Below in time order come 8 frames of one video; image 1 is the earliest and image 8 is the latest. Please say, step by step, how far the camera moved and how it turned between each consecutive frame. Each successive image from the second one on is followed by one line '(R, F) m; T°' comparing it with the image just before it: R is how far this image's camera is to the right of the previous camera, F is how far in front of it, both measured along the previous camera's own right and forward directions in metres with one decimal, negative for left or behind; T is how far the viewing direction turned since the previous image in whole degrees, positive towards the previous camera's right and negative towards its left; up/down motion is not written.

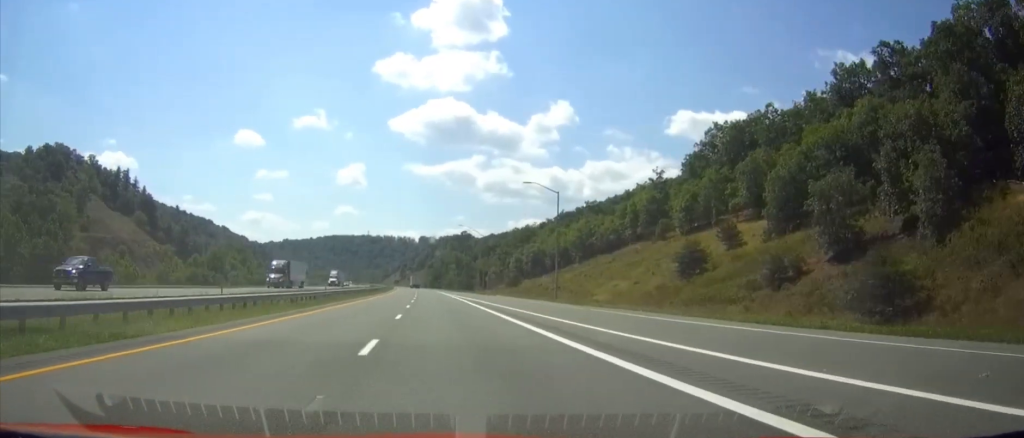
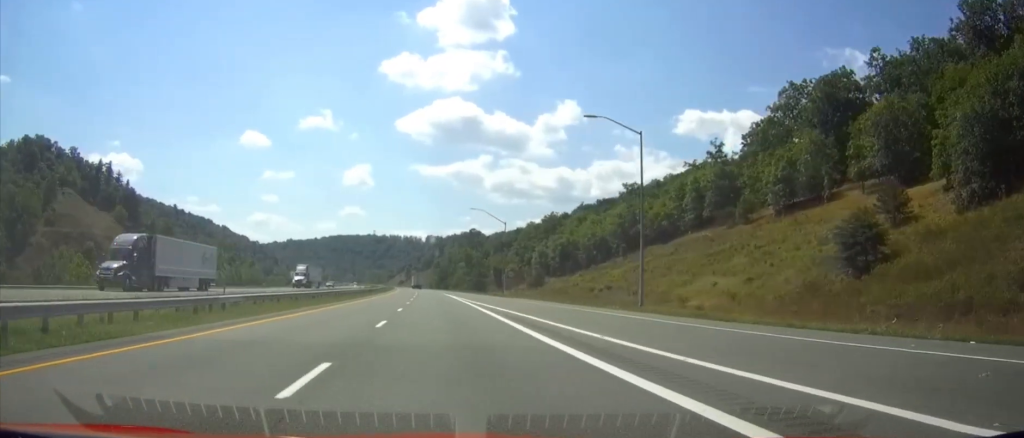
(0.0, +29.1) m; 0°
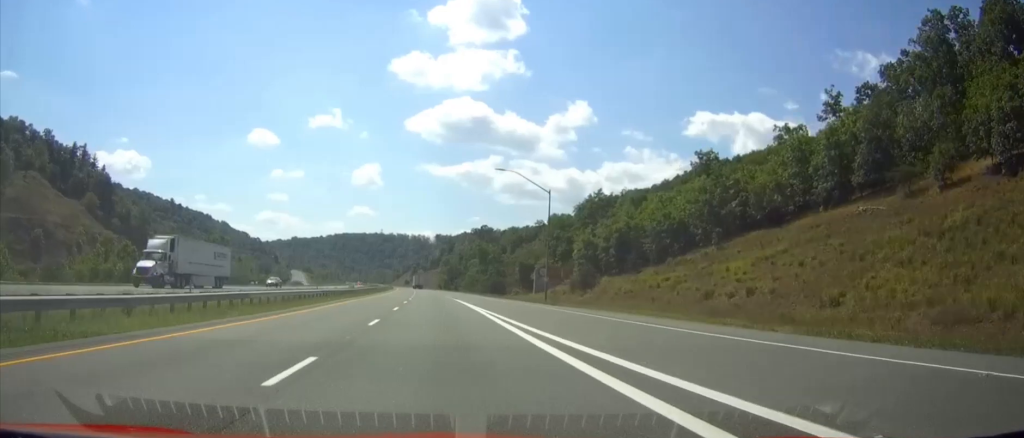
(0.0, +36.1) m; 0°
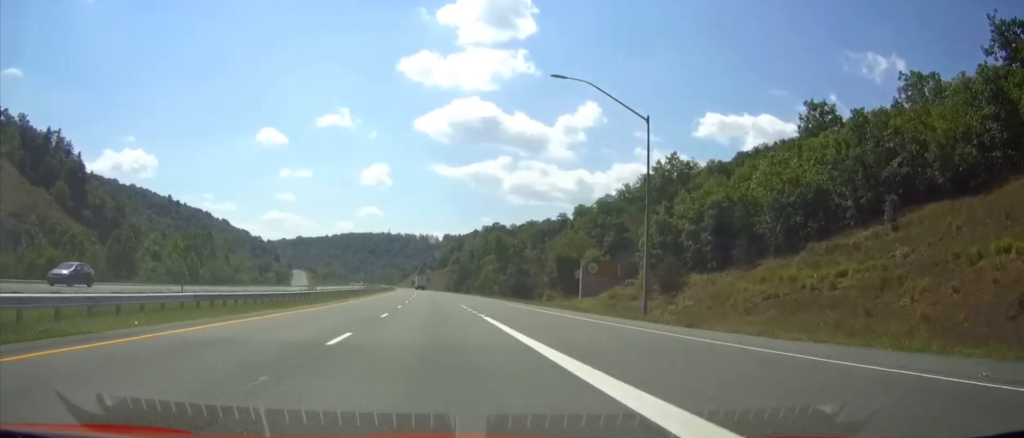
(0.0, +31.4) m; -1°
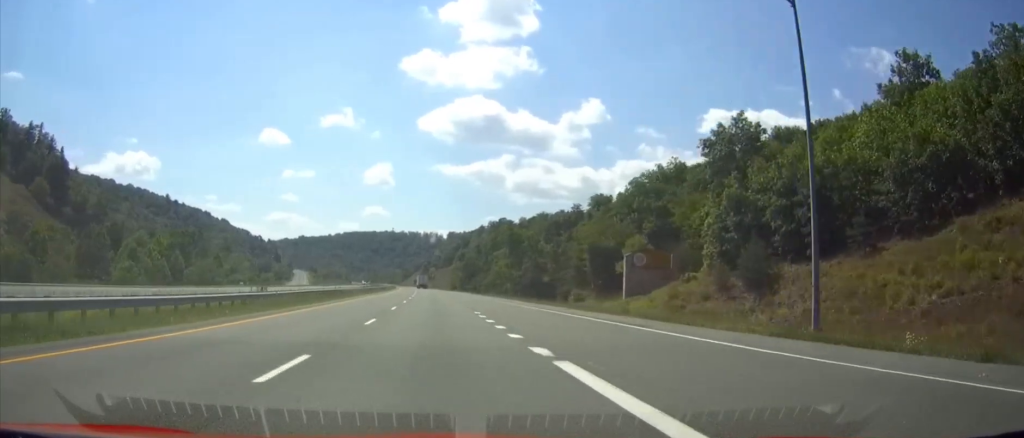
(+0.1, +17.4) m; -1°
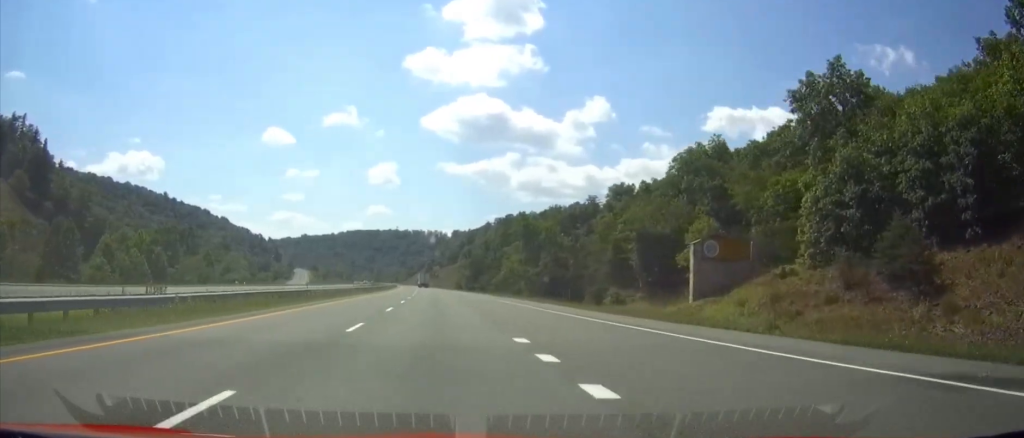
(-0.3, +16.3) m; -1°
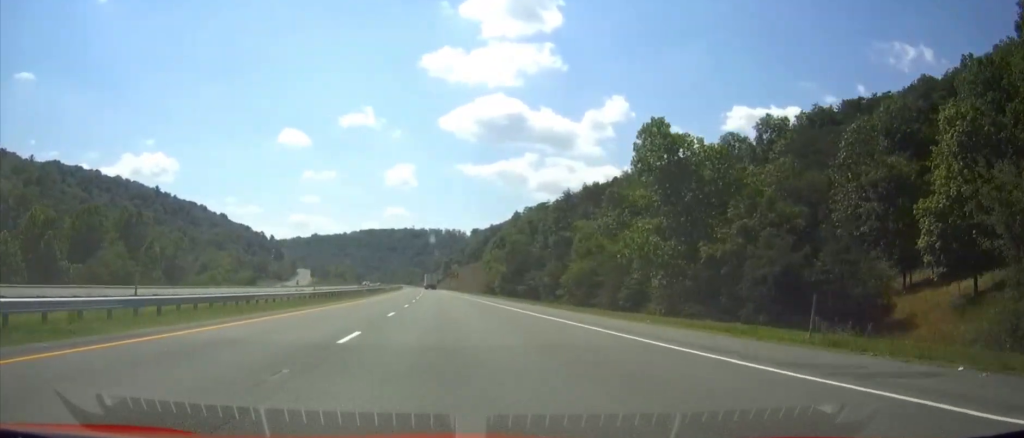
(-1.4, +64.7) m; -2°
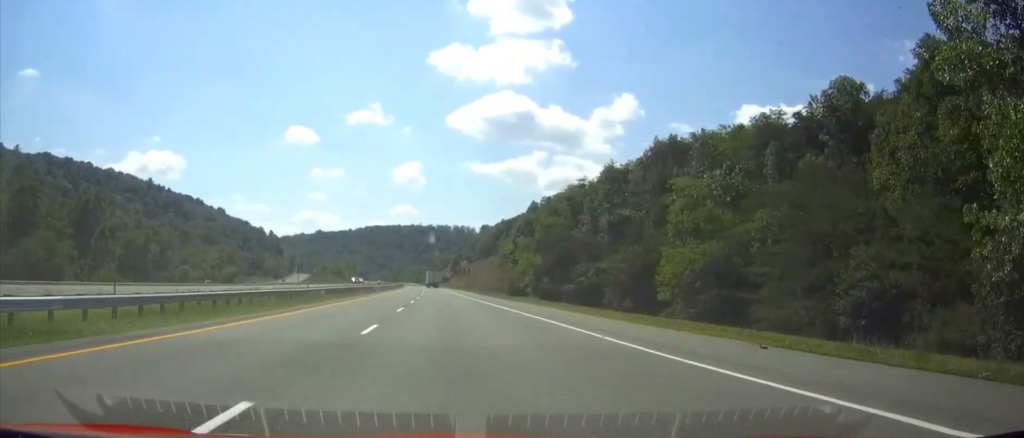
(-0.3, +34.4) m; -1°
